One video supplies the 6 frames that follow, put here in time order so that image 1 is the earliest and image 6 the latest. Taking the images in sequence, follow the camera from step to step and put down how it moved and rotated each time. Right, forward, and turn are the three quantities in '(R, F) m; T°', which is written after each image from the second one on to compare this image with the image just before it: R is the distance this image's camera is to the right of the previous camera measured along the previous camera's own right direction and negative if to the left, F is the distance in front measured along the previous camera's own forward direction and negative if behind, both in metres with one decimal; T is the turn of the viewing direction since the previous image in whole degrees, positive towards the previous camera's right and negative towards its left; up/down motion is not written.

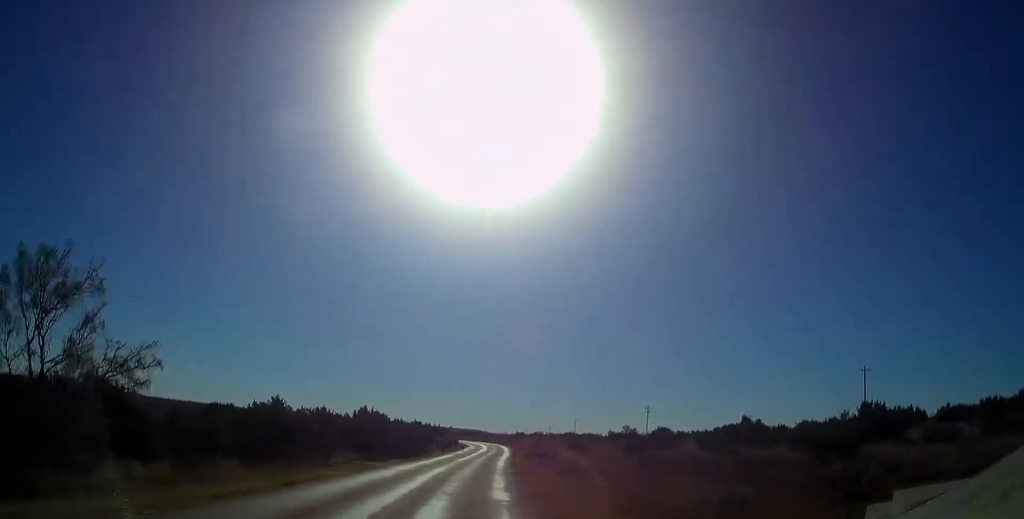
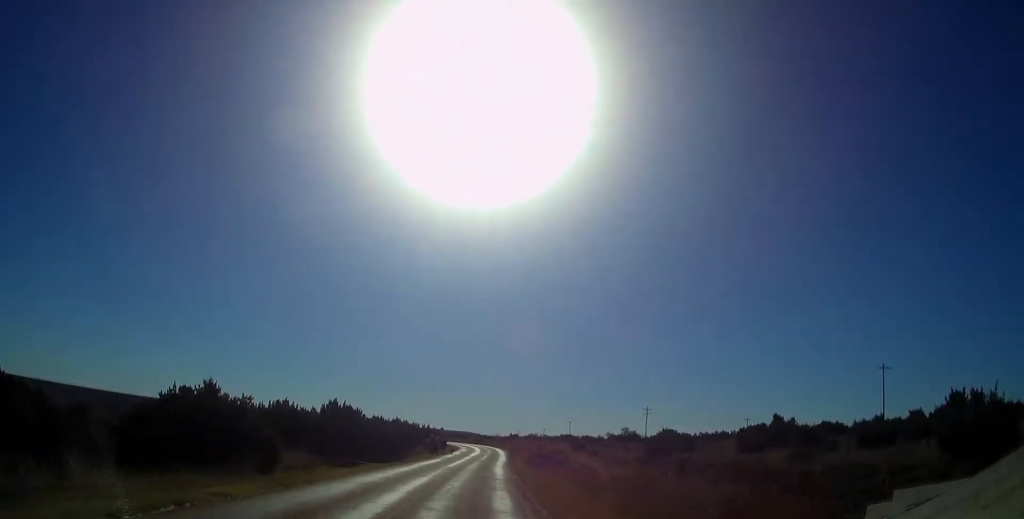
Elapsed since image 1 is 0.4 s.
(-0.2, +7.4) m; +1°
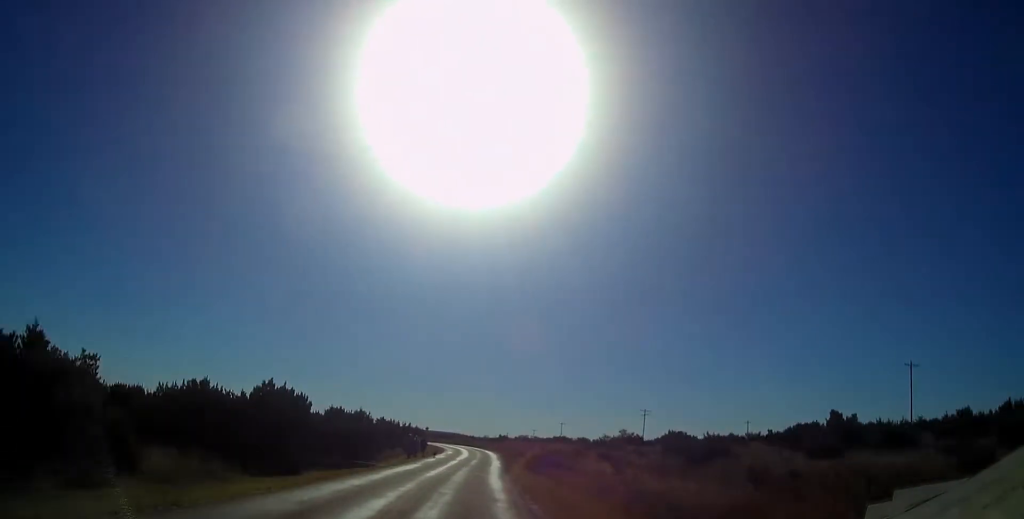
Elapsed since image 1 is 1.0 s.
(+0.4, +10.1) m; +2°
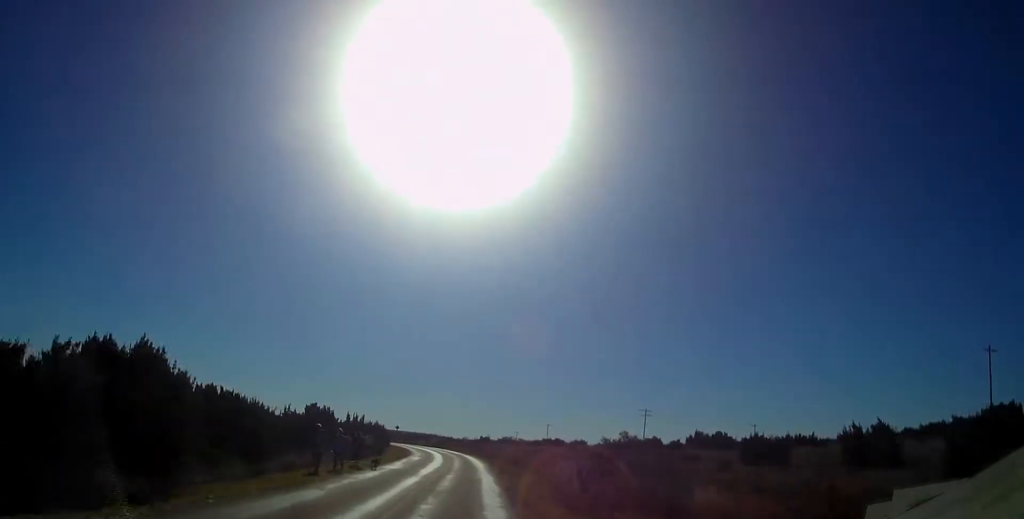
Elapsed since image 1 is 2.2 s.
(+0.5, +20.4) m; +1°
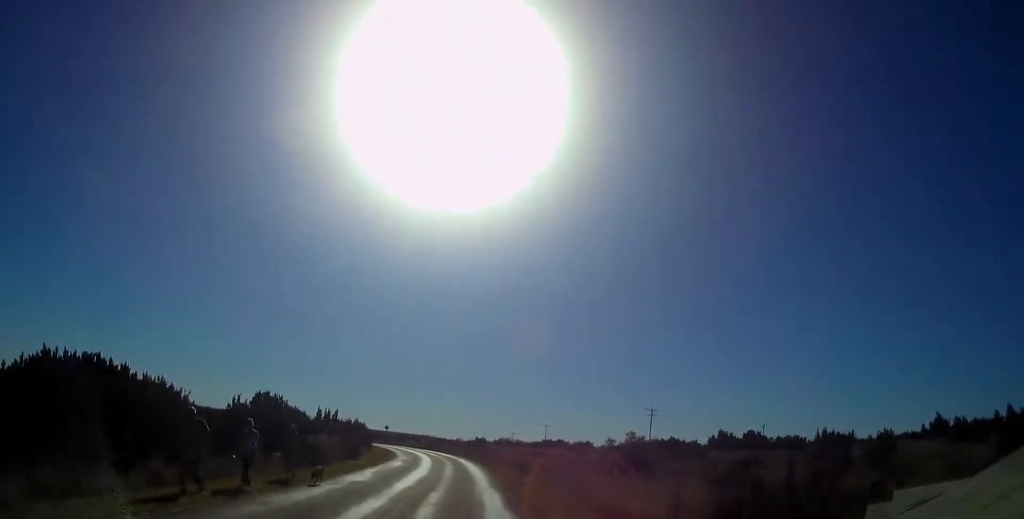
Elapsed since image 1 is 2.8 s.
(0.0, +9.1) m; 0°
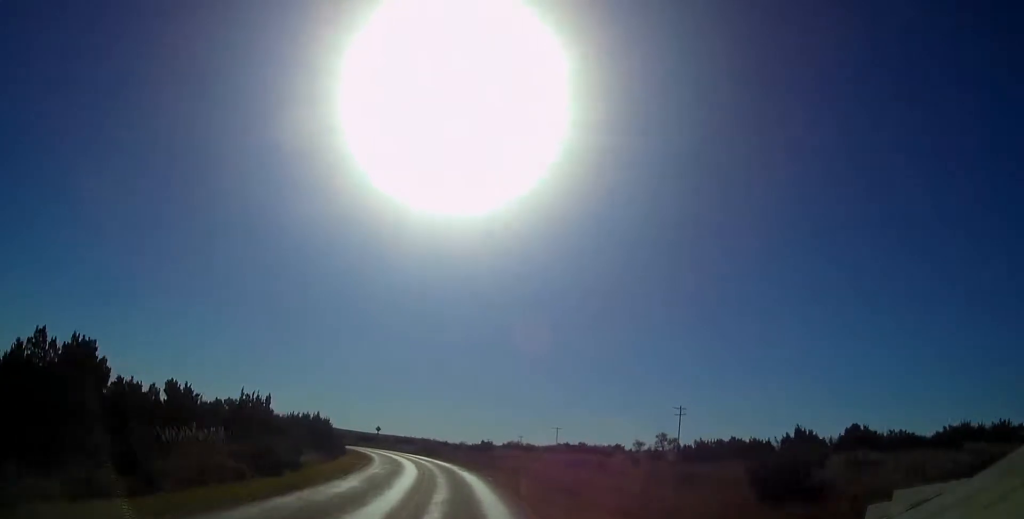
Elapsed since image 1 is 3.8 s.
(-0.1, +16.8) m; 0°
